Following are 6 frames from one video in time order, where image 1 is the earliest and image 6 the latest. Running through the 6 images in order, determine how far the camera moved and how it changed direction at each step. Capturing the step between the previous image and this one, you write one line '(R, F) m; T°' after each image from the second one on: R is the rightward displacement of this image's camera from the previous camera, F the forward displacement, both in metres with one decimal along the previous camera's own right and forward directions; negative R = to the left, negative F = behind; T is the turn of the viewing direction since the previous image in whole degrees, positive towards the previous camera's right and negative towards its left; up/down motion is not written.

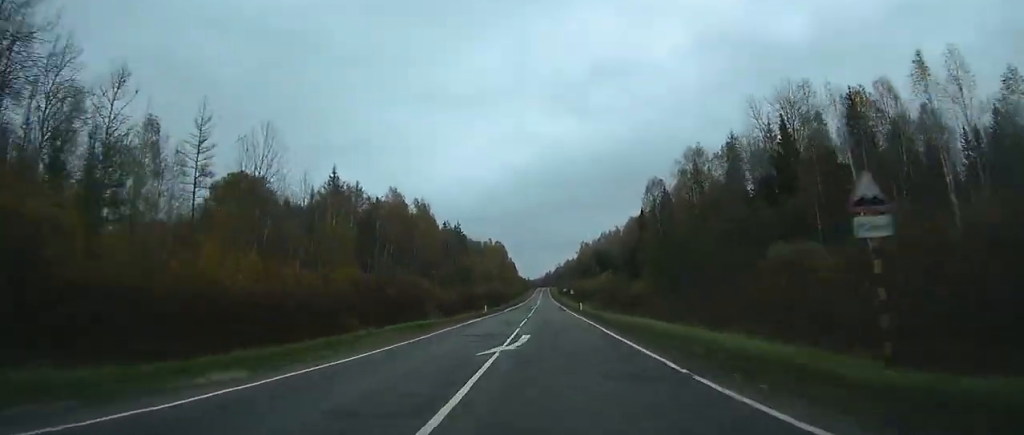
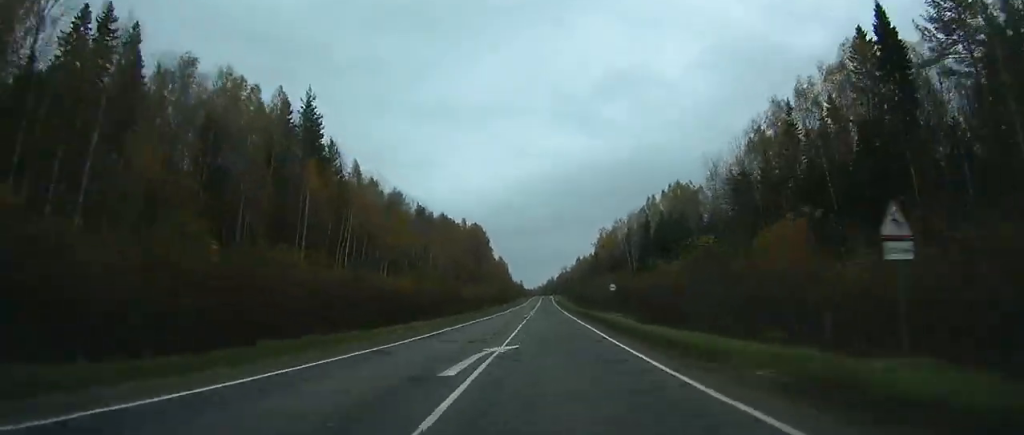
(-3.3, +135.7) m; +1°
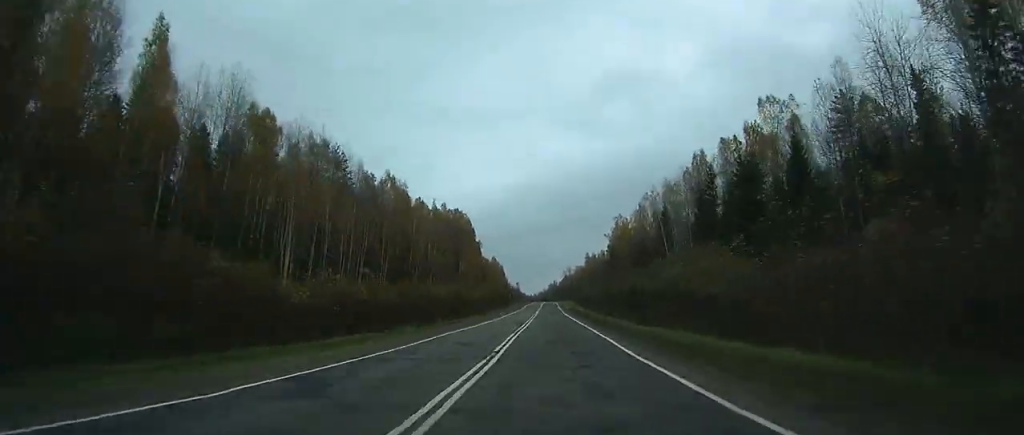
(+1.9, +57.2) m; -3°
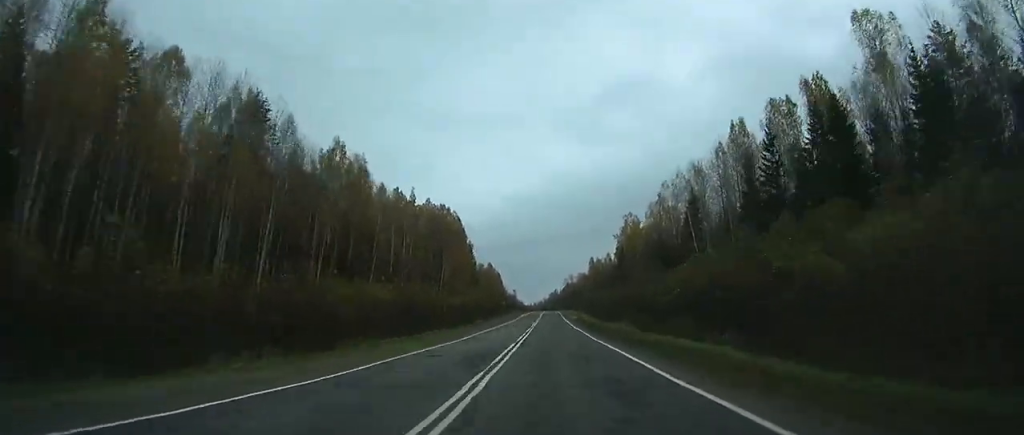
(+1.6, +26.0) m; -2°
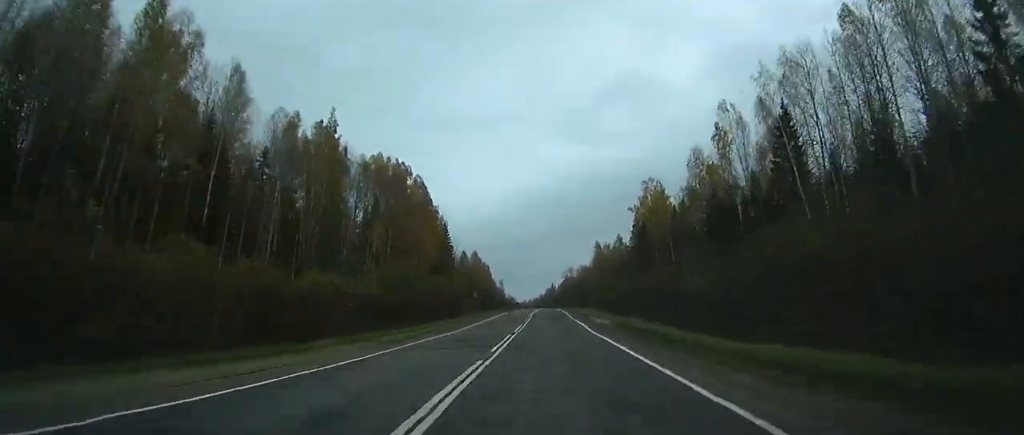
(-6.6, +47.3) m; -3°
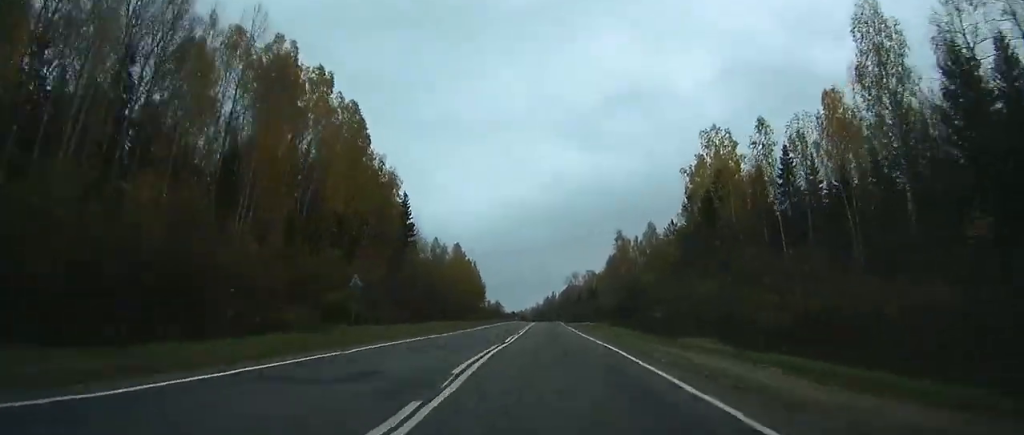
(+2.6, +53.1) m; +3°
